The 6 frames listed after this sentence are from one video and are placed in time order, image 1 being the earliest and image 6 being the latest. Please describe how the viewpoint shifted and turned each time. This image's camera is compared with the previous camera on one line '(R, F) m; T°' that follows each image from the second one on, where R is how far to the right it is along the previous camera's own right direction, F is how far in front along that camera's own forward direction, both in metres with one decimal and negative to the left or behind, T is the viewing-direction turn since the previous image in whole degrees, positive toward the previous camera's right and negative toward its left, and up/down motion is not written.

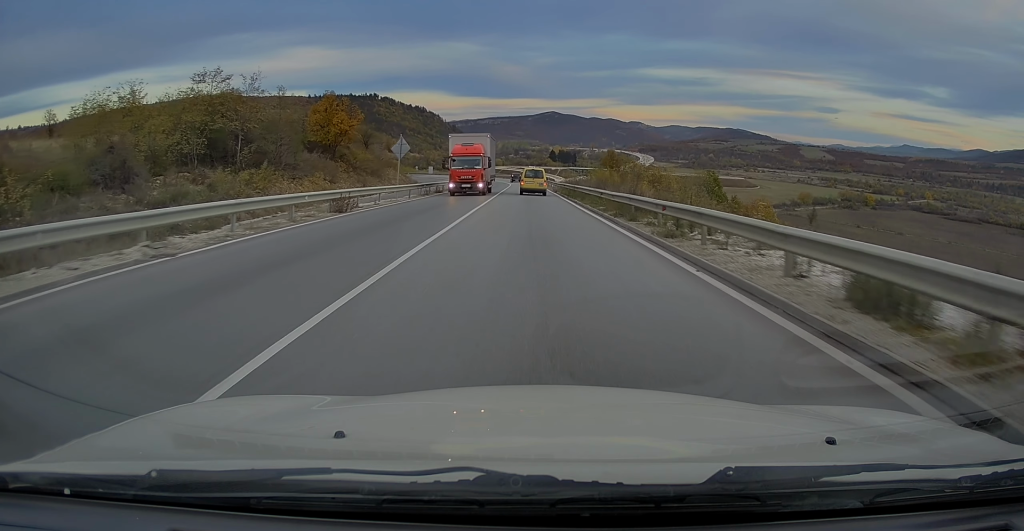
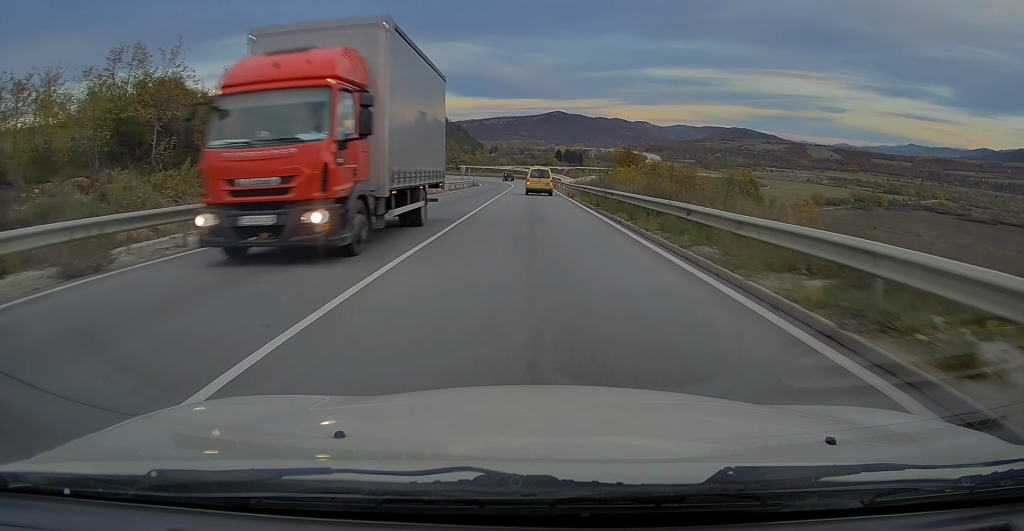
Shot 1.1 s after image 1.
(0.0, +14.3) m; 0°
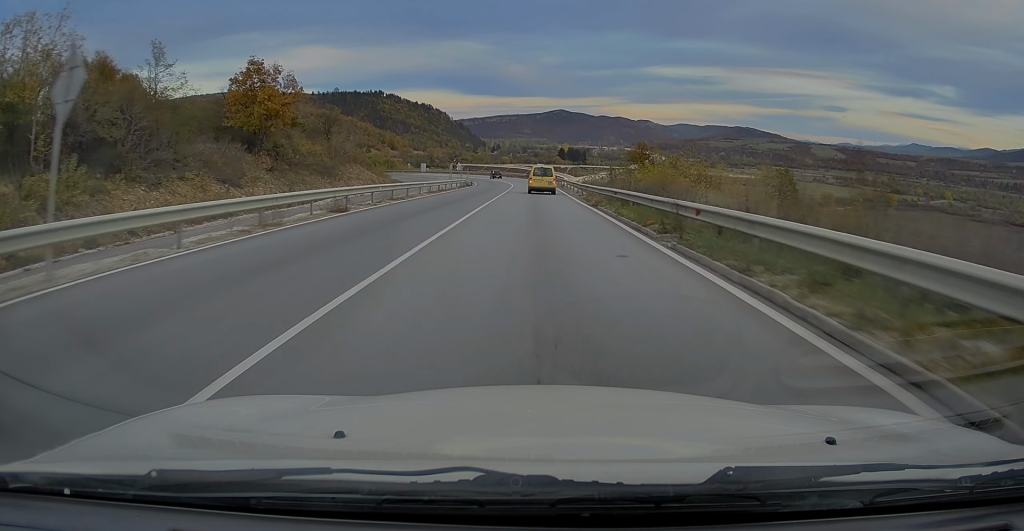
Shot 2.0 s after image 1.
(0.0, +12.3) m; -2°
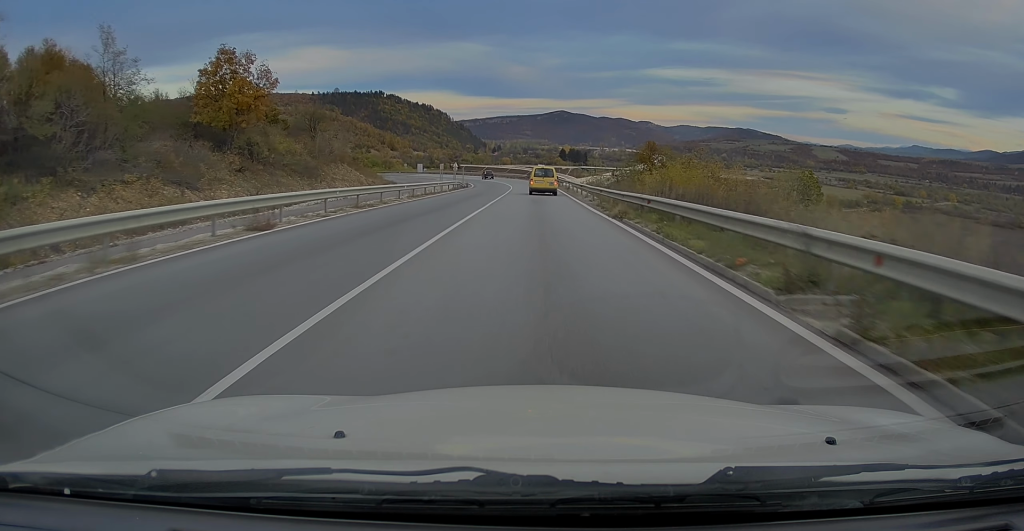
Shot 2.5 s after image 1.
(-0.1, +6.6) m; 0°
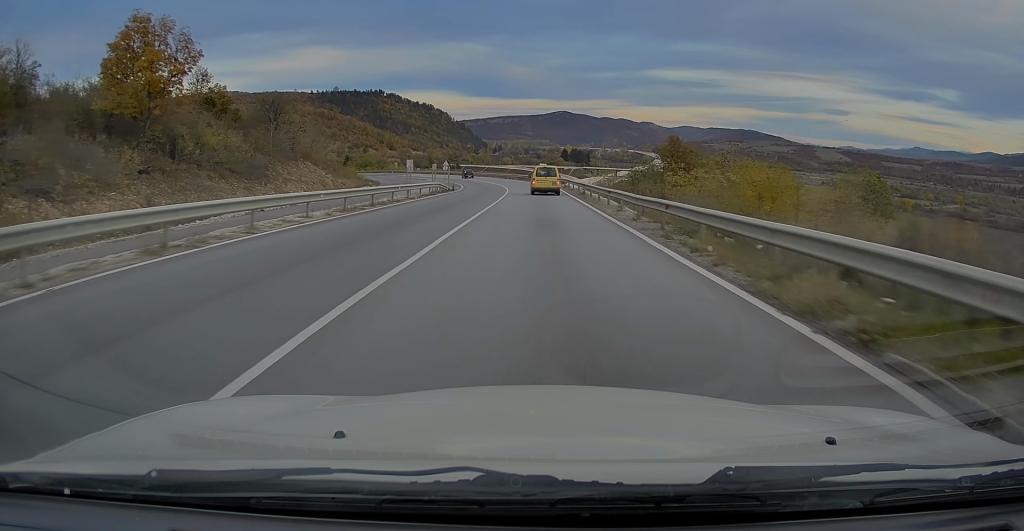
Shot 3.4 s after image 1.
(-0.2, +14.0) m; 0°
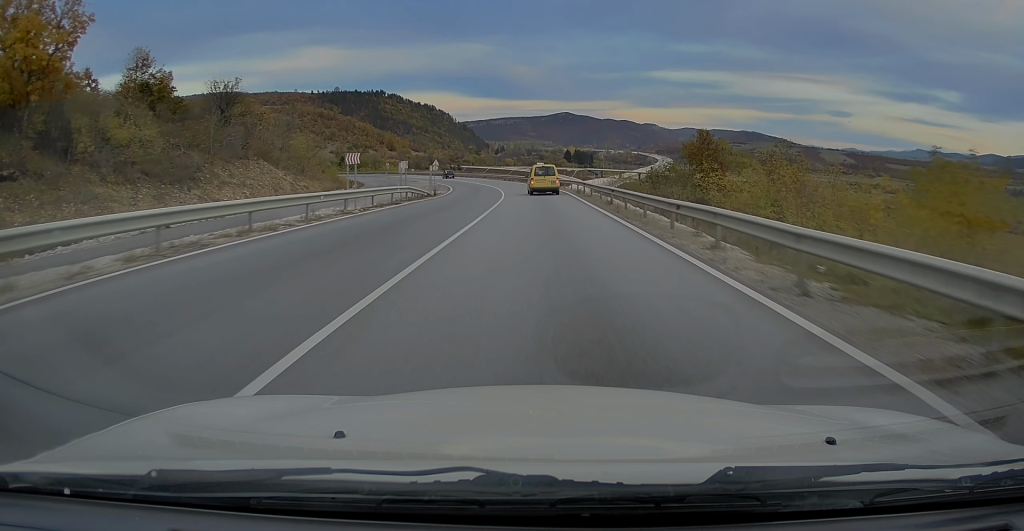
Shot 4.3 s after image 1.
(+0.4, +12.5) m; 0°
